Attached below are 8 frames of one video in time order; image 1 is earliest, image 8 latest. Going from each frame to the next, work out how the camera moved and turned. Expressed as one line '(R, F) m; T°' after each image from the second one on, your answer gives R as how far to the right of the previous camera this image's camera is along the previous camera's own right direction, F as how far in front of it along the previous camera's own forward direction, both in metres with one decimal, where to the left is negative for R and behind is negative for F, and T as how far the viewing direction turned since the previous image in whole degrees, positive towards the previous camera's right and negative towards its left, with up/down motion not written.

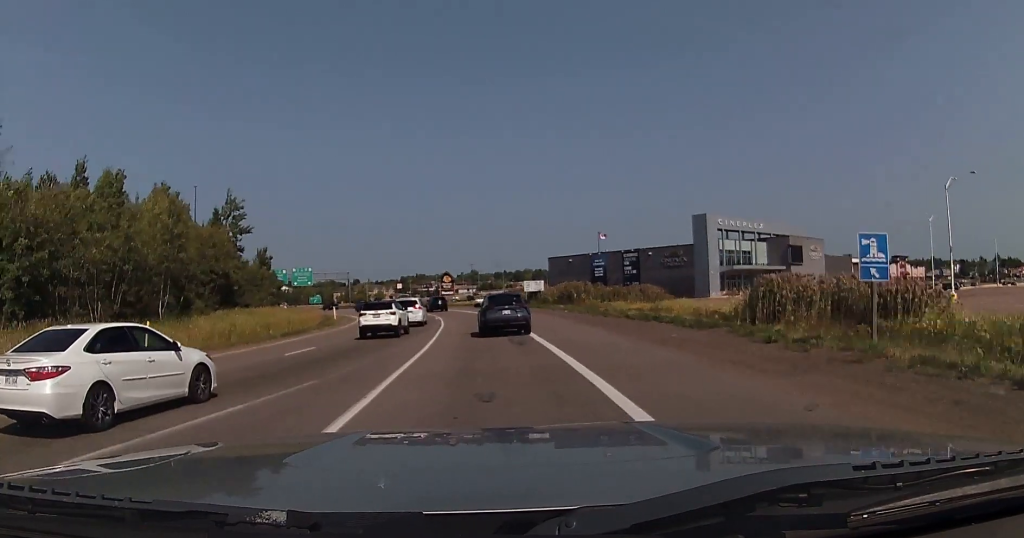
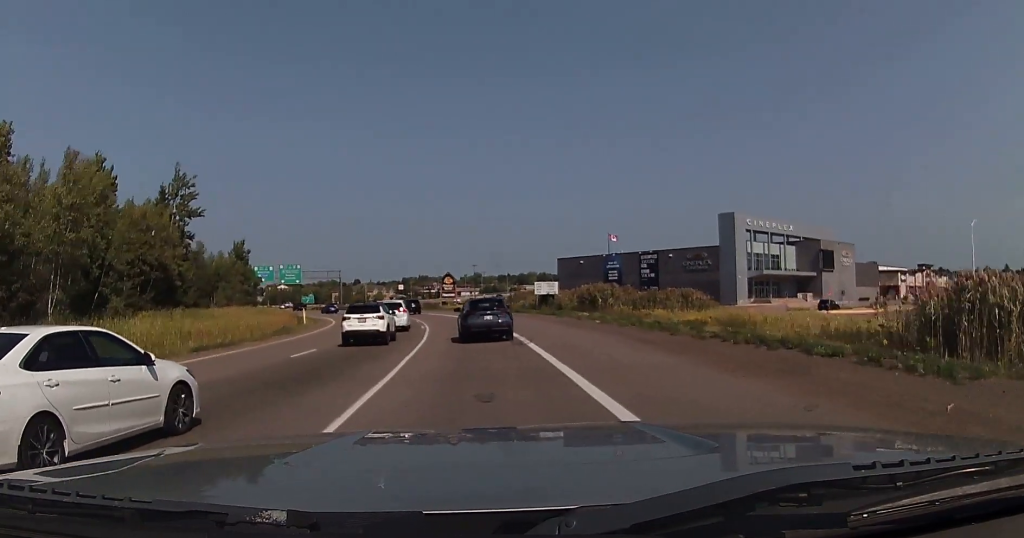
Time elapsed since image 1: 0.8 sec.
(0.0, +13.4) m; -2°
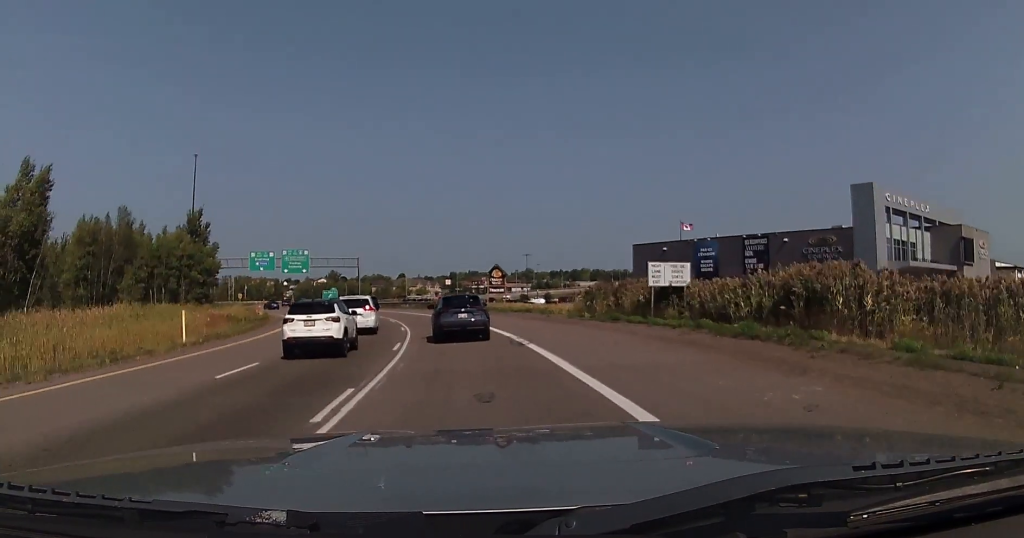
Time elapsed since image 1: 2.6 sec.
(-1.4, +31.7) m; -4°
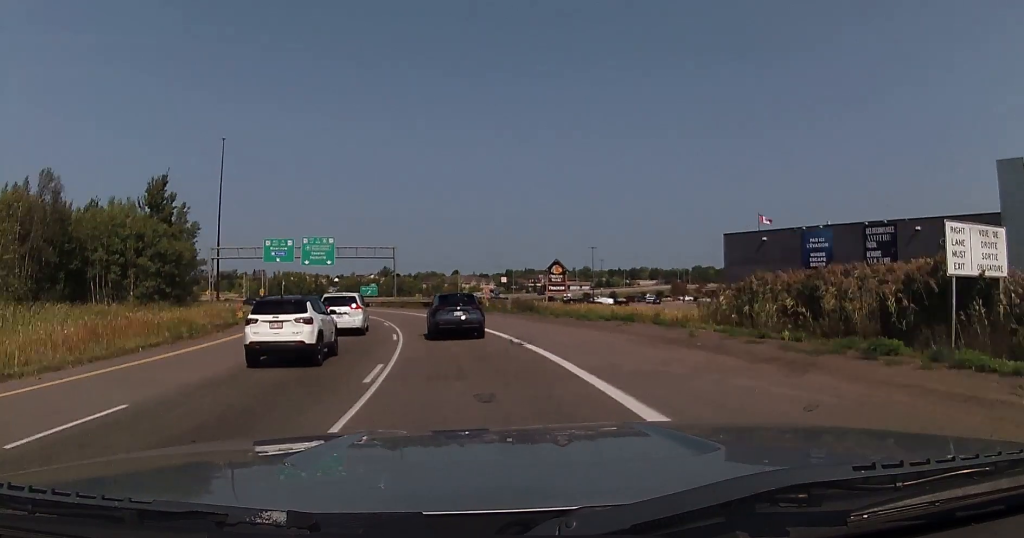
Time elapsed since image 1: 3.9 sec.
(-0.2, +20.8) m; -5°
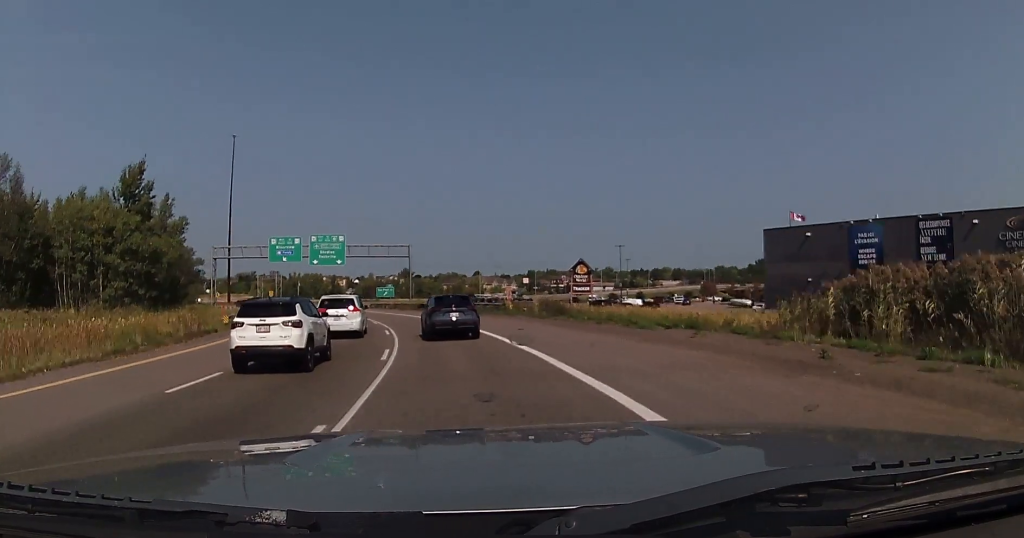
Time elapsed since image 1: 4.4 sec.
(-0.4, +7.5) m; -3°
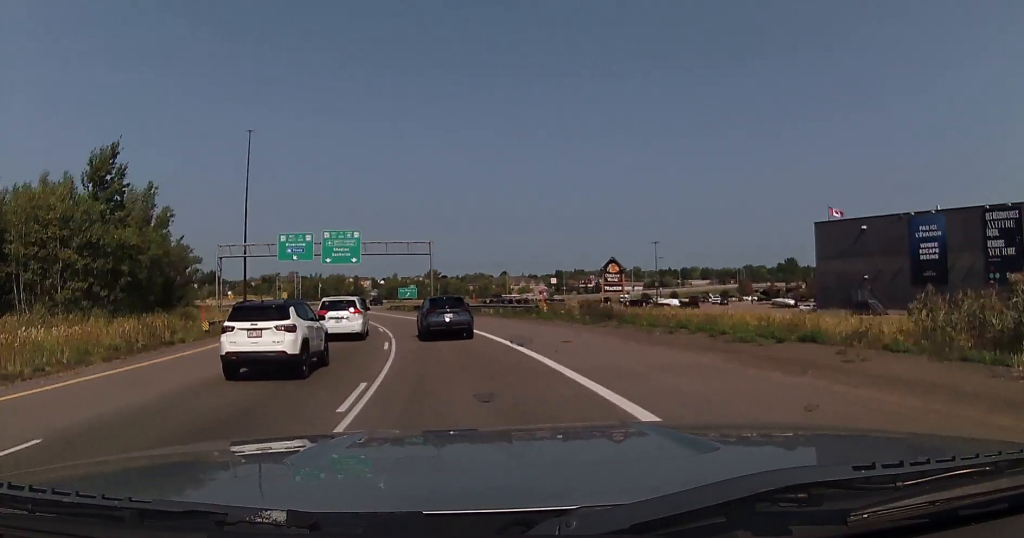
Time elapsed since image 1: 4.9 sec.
(-0.3, +8.1) m; -3°
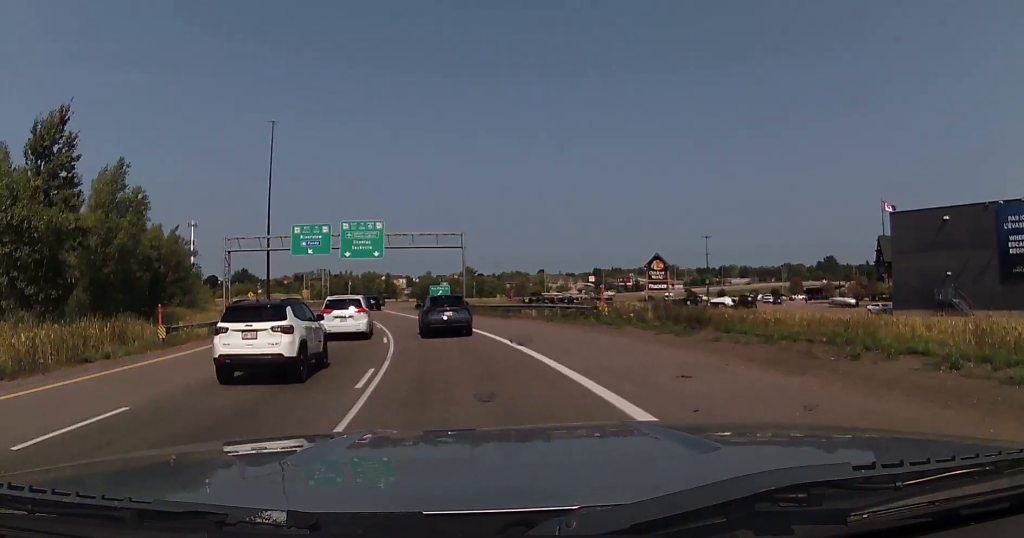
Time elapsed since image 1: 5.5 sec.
(-0.3, +9.9) m; -2°
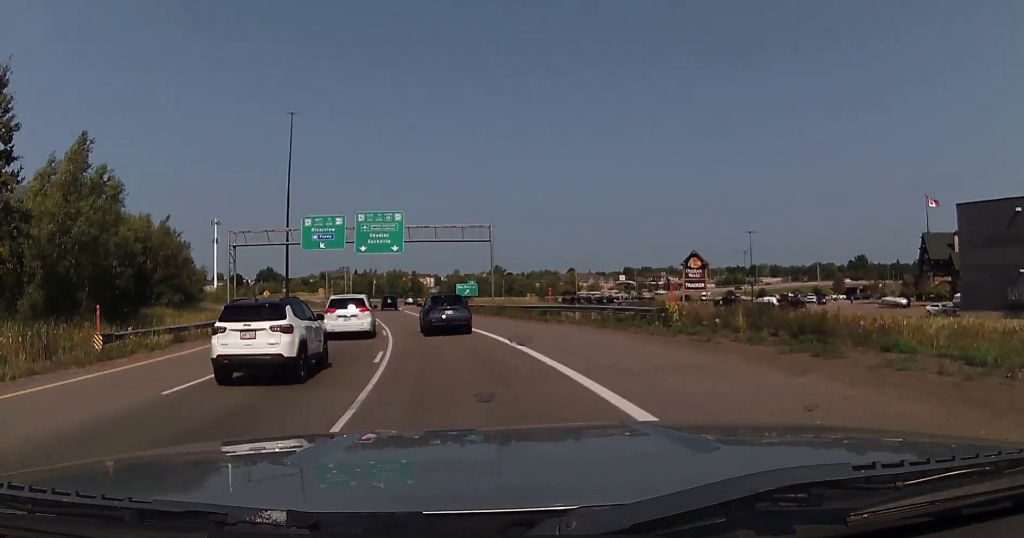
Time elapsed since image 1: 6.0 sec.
(0.0, +7.7) m; -2°
